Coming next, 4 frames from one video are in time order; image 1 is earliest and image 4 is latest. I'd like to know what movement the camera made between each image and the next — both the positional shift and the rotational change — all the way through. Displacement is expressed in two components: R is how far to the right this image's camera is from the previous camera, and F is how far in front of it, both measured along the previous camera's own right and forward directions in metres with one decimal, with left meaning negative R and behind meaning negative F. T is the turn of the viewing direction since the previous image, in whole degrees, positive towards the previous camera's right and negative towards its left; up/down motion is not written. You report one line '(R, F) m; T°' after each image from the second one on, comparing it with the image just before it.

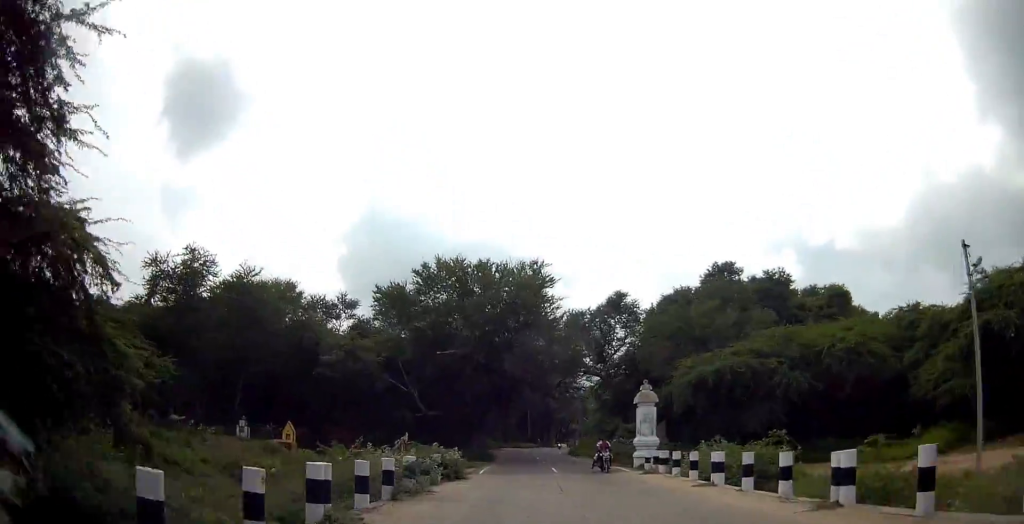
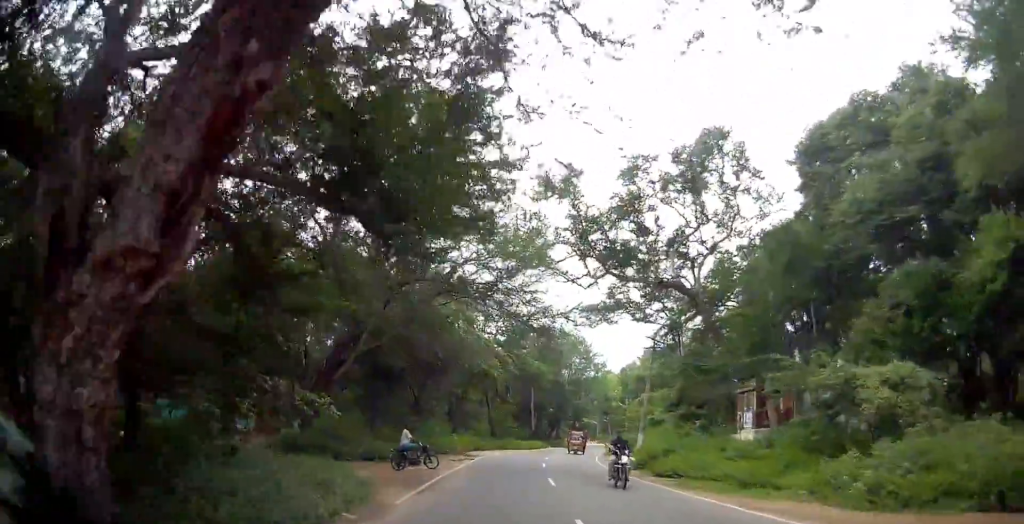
(-0.7, +36.6) m; -1°
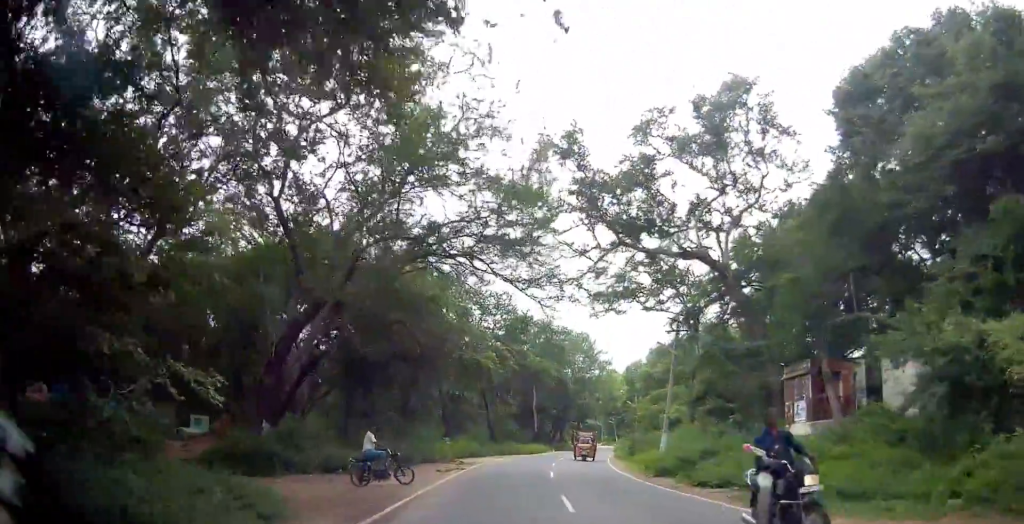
(+0.1, +4.9) m; +1°
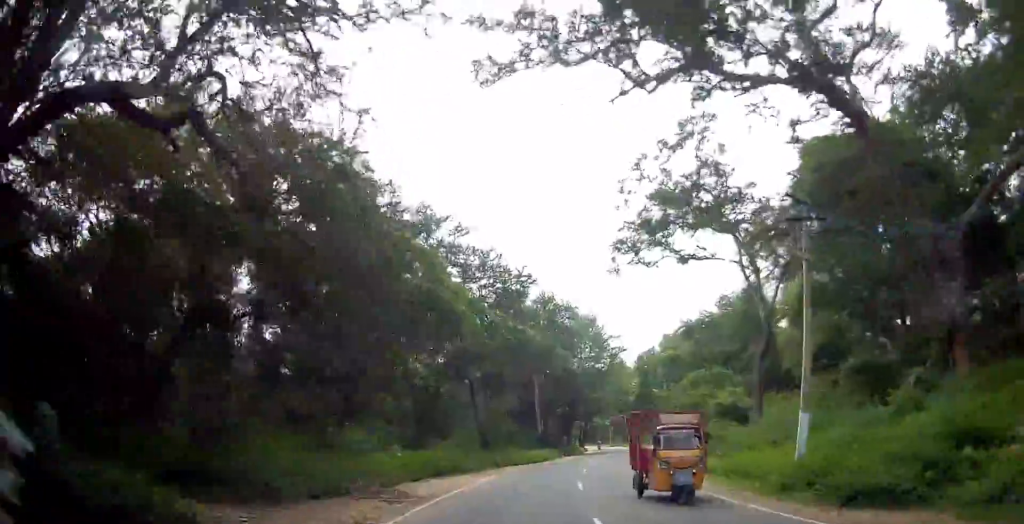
(+0.1, +13.6) m; +2°
